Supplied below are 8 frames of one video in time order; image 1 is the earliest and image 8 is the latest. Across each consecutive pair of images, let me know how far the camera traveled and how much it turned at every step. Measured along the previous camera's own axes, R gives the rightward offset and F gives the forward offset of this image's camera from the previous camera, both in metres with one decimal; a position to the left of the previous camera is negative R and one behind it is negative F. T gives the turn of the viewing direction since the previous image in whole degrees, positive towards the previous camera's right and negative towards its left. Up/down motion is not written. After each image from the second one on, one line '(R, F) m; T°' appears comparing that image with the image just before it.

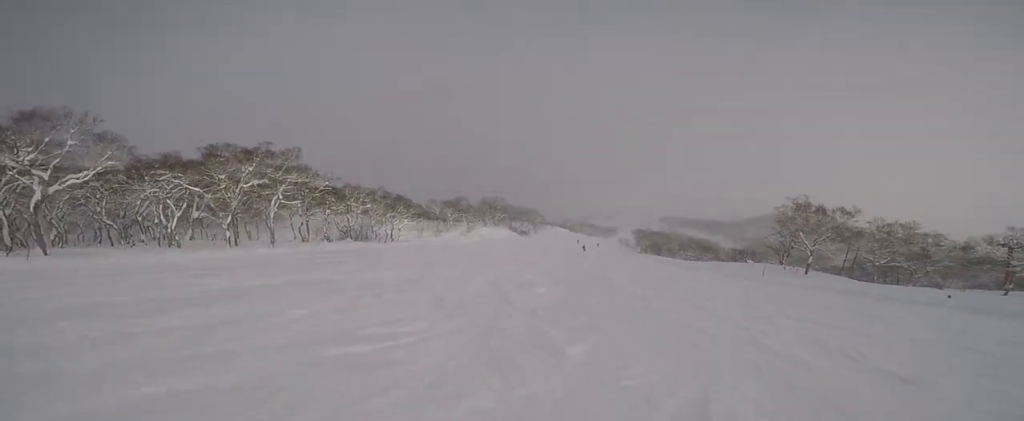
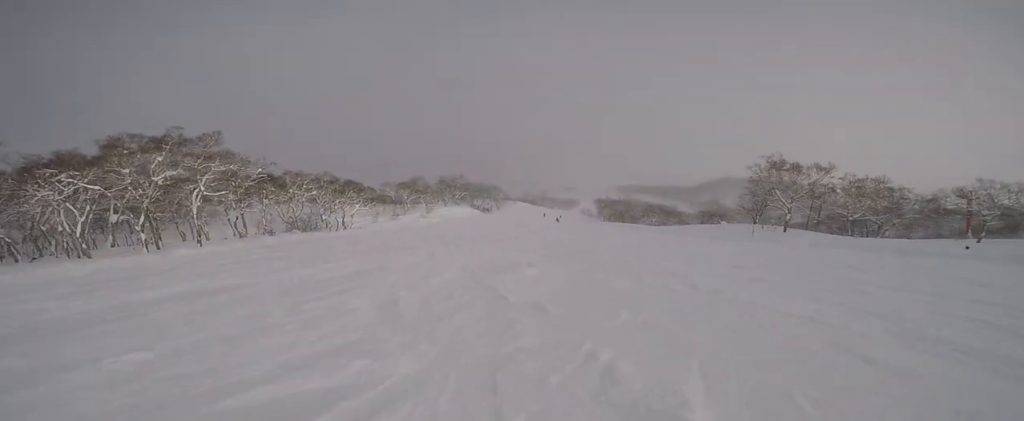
(+0.7, +3.7) m; -1°
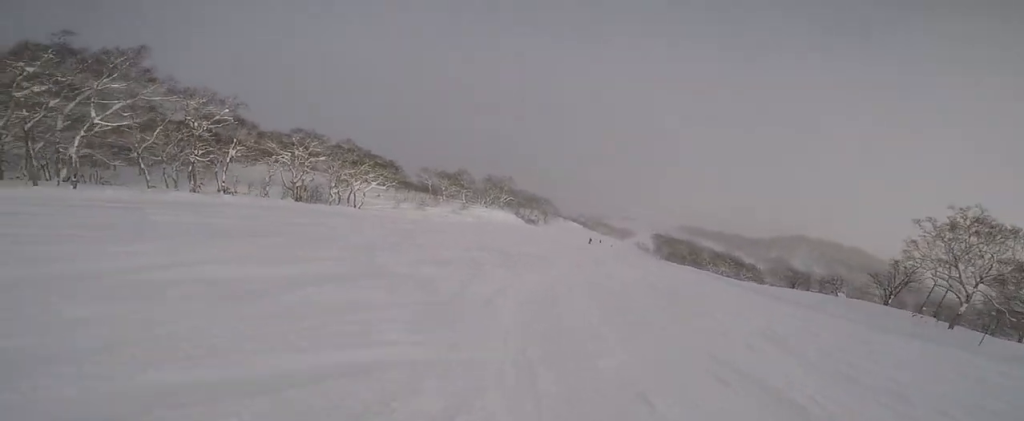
(-1.9, +13.8) m; -10°
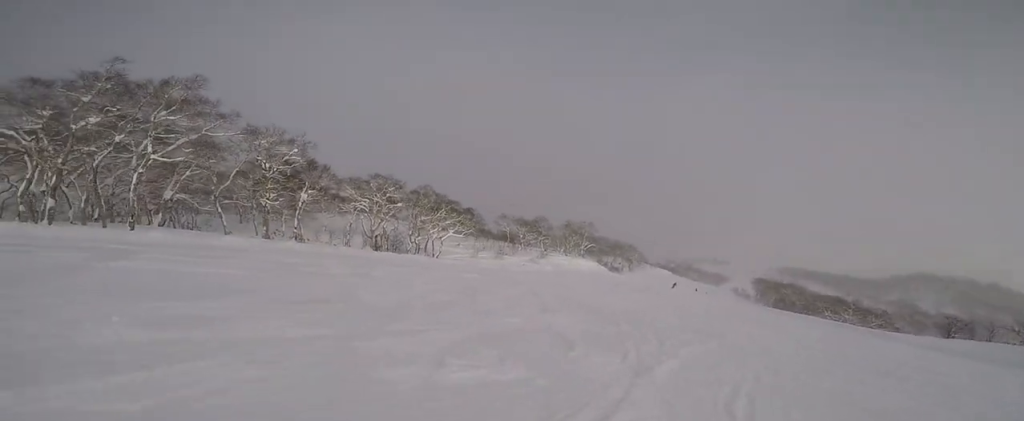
(+0.1, +4.8) m; -1°
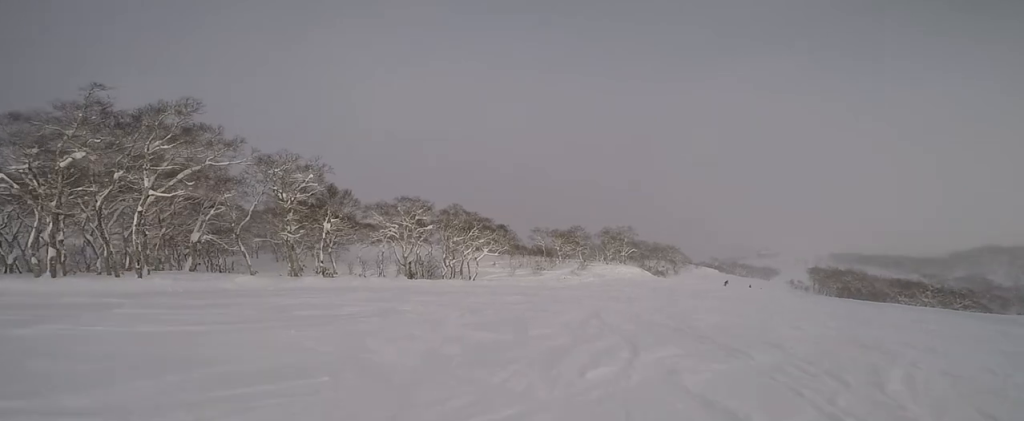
(-0.1, +3.2) m; -3°
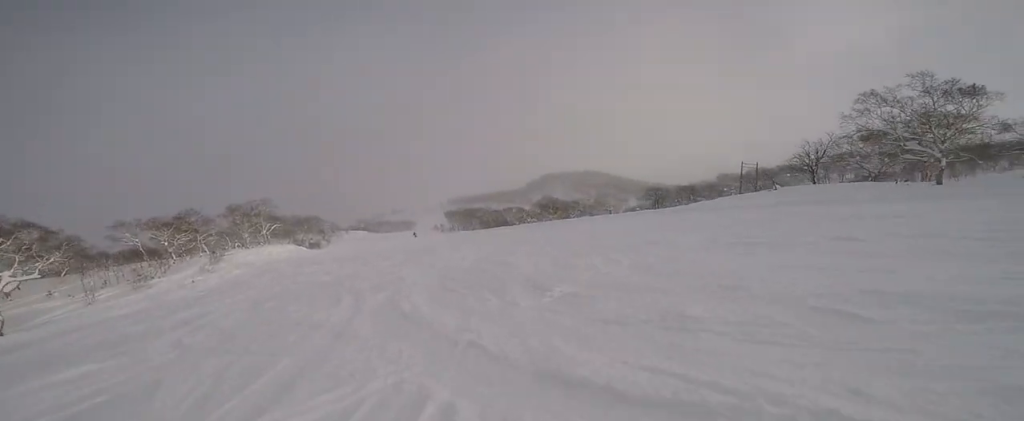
(+1.6, +11.6) m; +29°
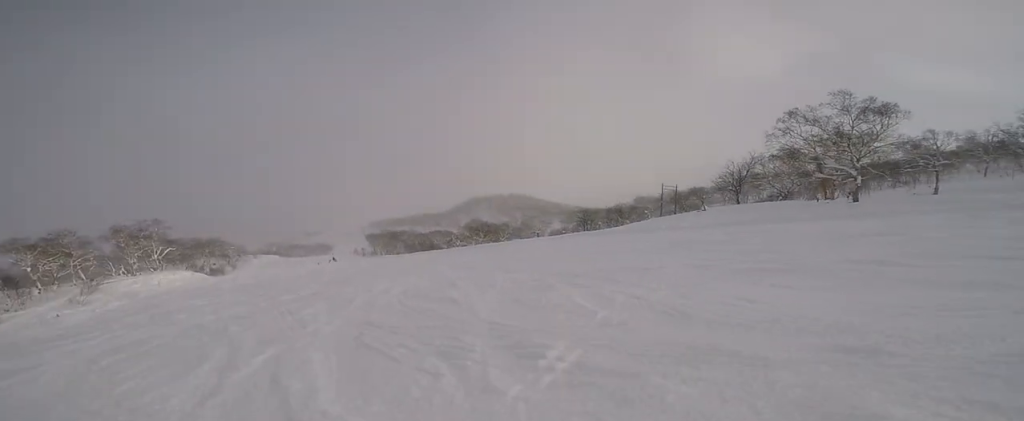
(+1.0, +2.8) m; +7°
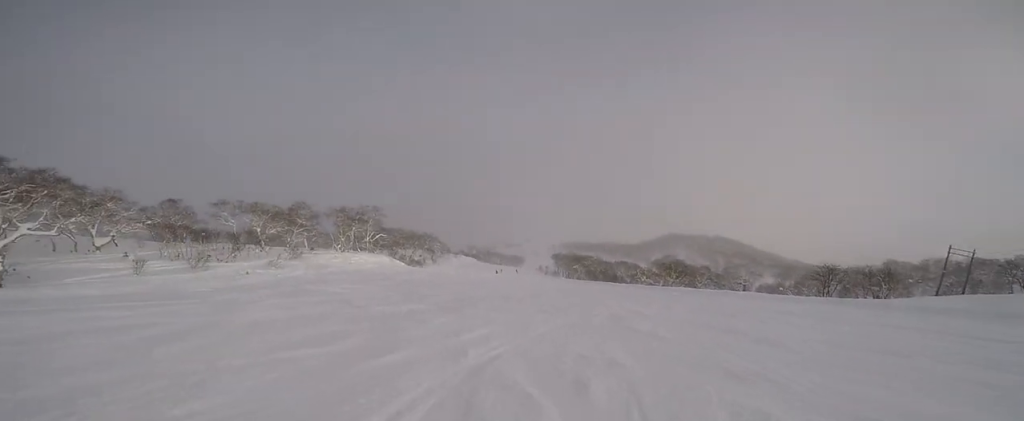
(-1.5, +9.1) m; -17°
